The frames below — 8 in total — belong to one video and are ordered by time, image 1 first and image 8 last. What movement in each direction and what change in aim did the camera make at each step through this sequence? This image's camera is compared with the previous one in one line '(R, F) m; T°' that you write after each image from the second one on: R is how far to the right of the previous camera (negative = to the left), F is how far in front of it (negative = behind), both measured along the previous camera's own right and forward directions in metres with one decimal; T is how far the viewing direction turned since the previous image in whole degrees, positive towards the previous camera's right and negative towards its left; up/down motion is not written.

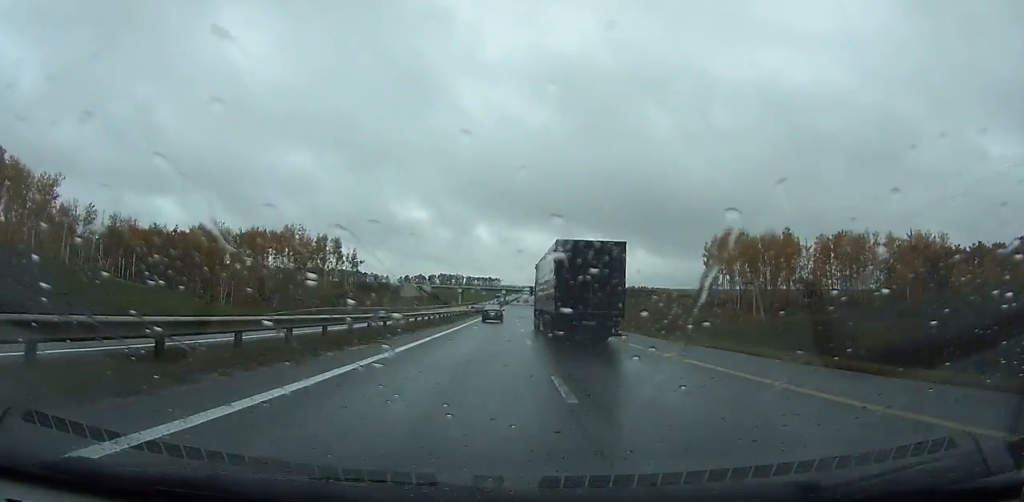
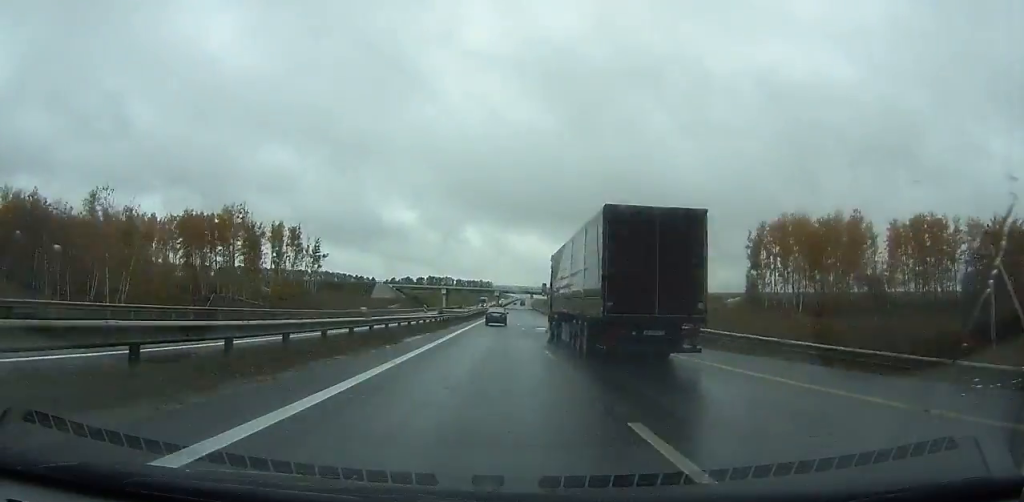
(-0.4, +38.6) m; 0°
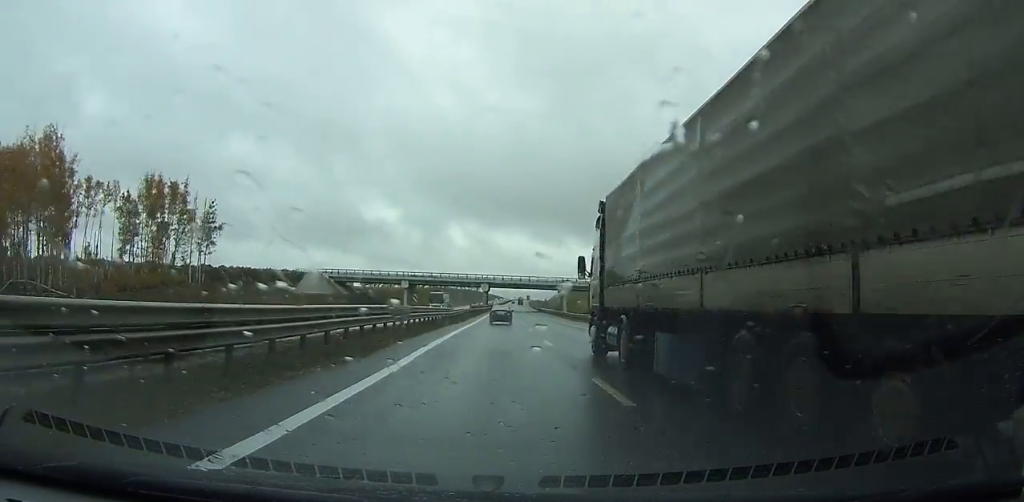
(+1.1, +68.5) m; +1°
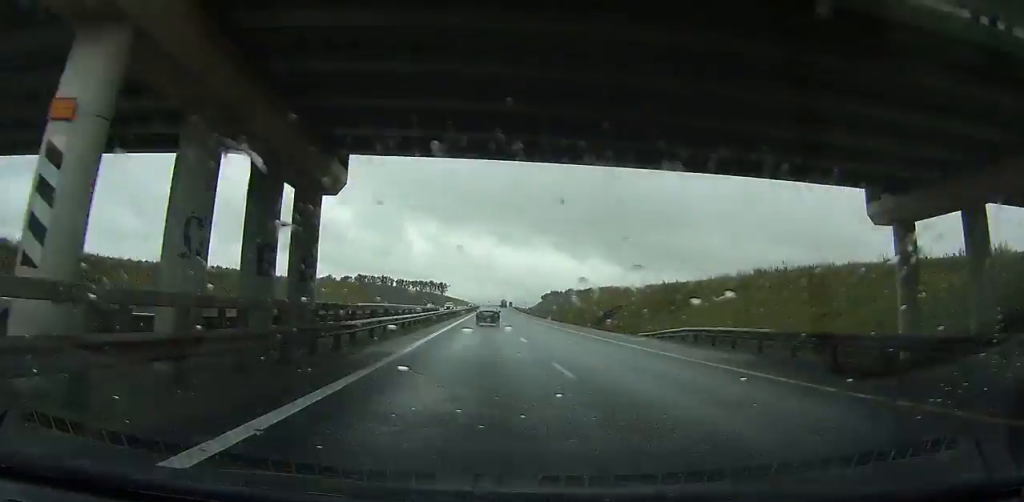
(+2.4, +126.8) m; +2°
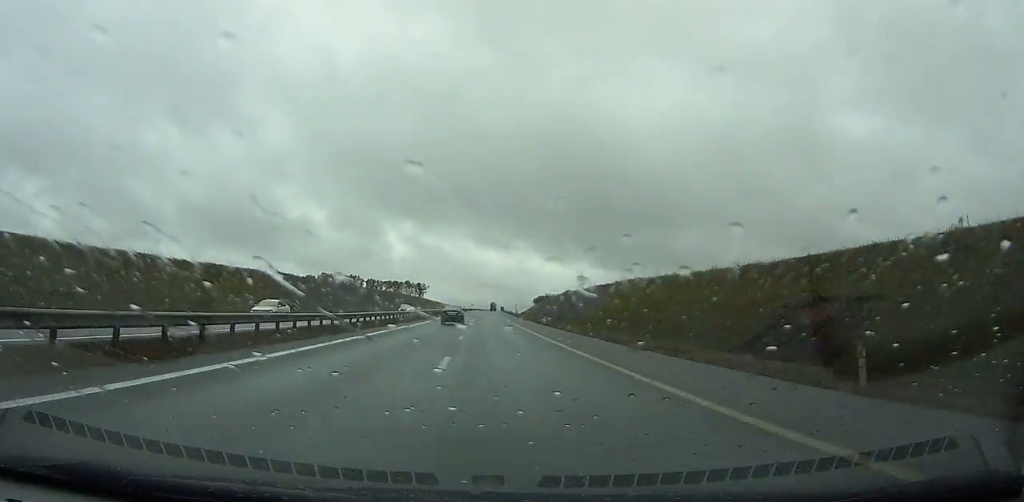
(+0.9, +69.5) m; +1°
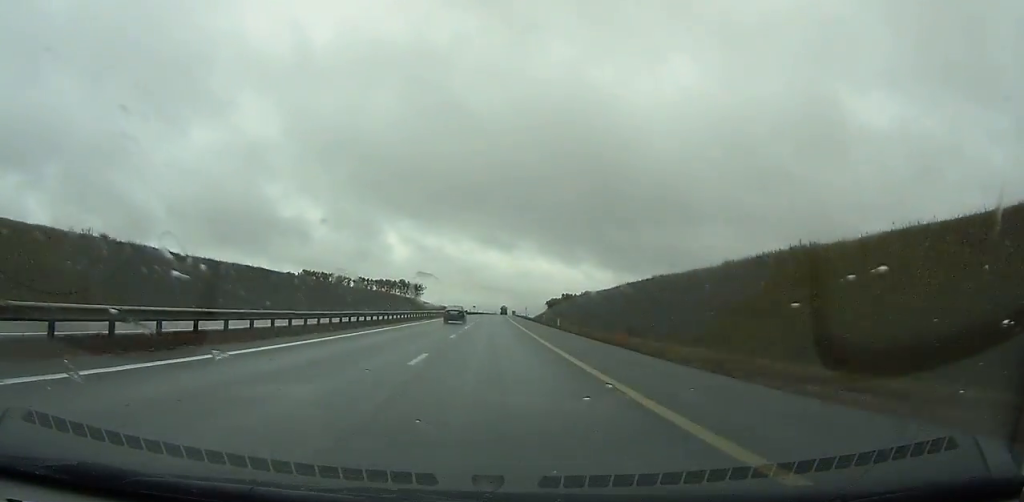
(+0.4, +59.7) m; 0°
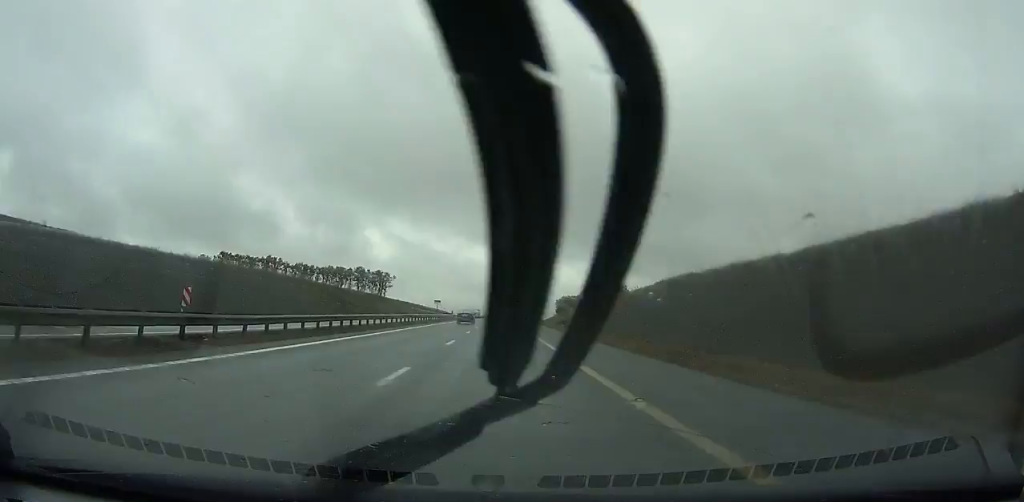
(+0.2, +112.8) m; 0°
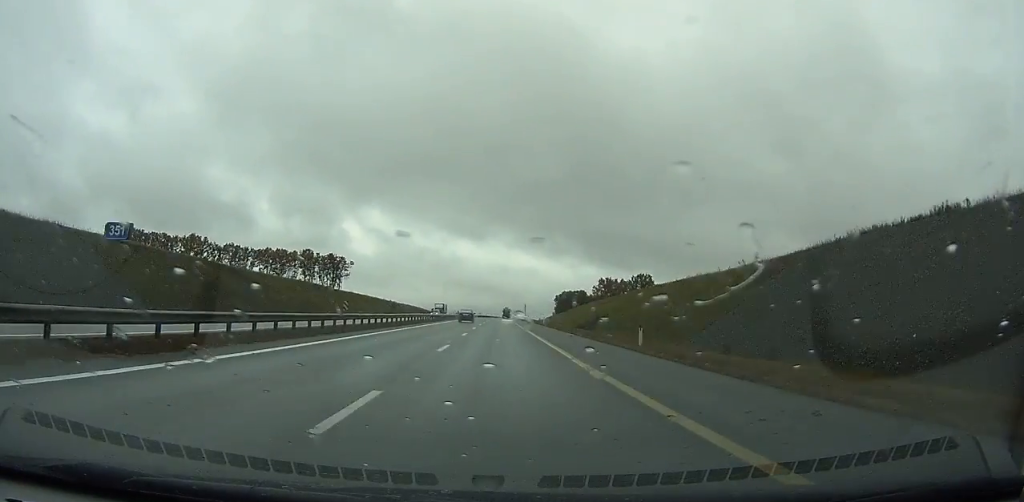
(+0.1, +64.8) m; 0°
